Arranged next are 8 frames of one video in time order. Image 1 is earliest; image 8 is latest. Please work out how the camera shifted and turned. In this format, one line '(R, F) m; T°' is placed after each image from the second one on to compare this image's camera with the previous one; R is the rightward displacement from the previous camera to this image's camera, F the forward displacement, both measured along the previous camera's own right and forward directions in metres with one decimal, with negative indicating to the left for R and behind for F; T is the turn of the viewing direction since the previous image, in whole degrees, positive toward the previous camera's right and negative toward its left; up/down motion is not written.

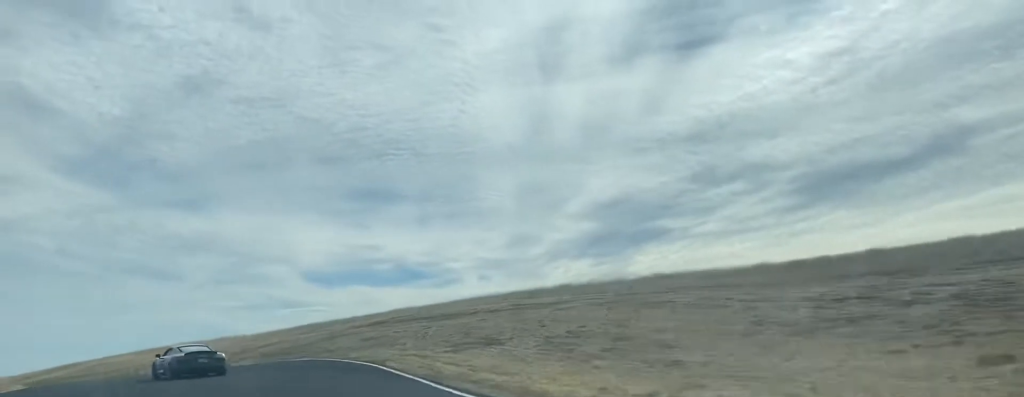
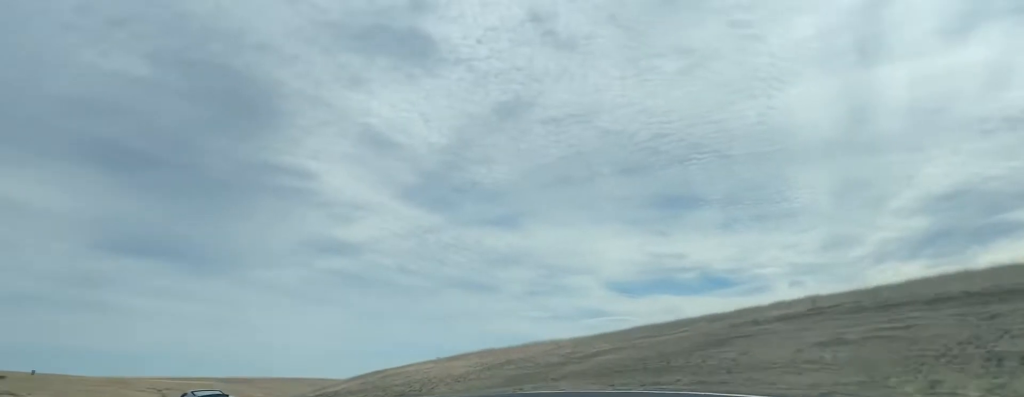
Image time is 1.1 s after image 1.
(-0.8, +31.4) m; -14°
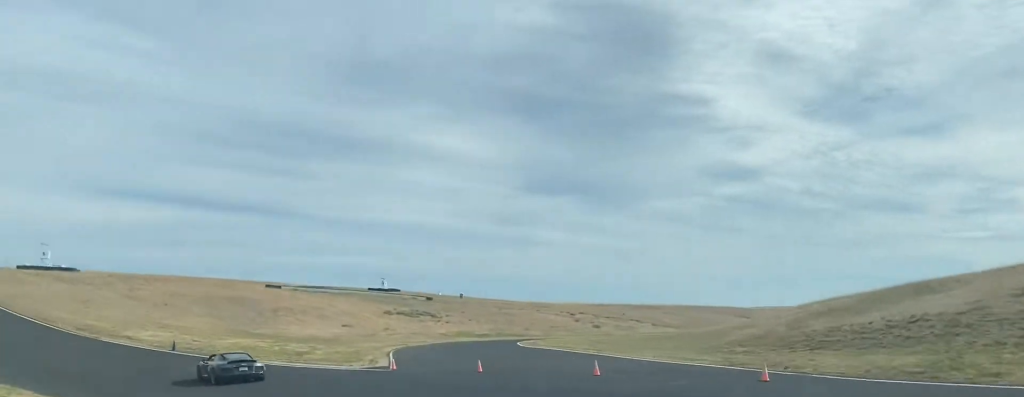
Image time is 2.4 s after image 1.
(-12.7, +39.6) m; -36°
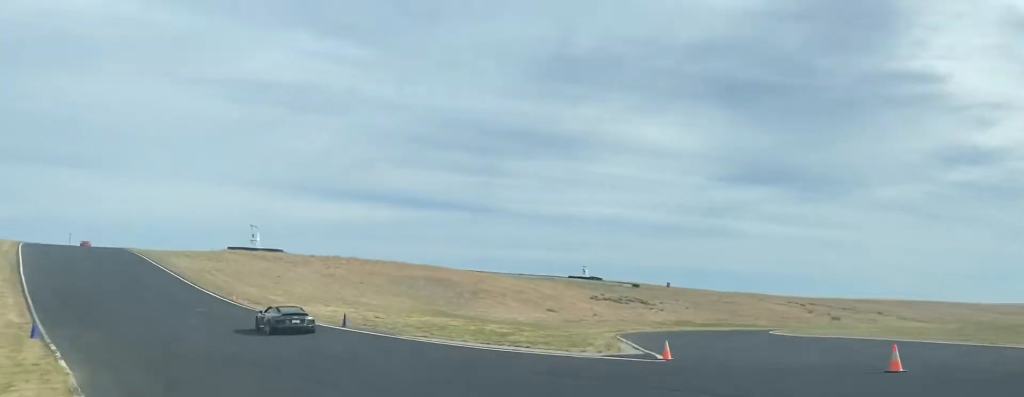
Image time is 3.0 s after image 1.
(-2.7, +18.9) m; -13°
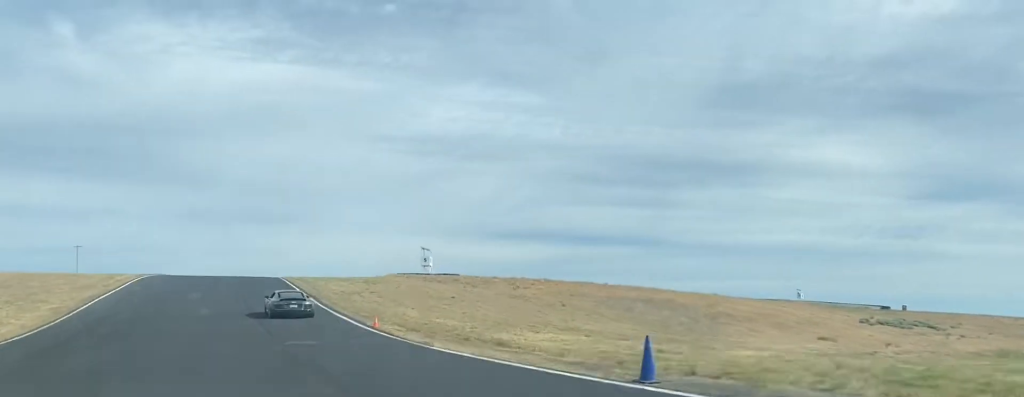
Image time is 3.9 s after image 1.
(-4.7, +31.1) m; -16°
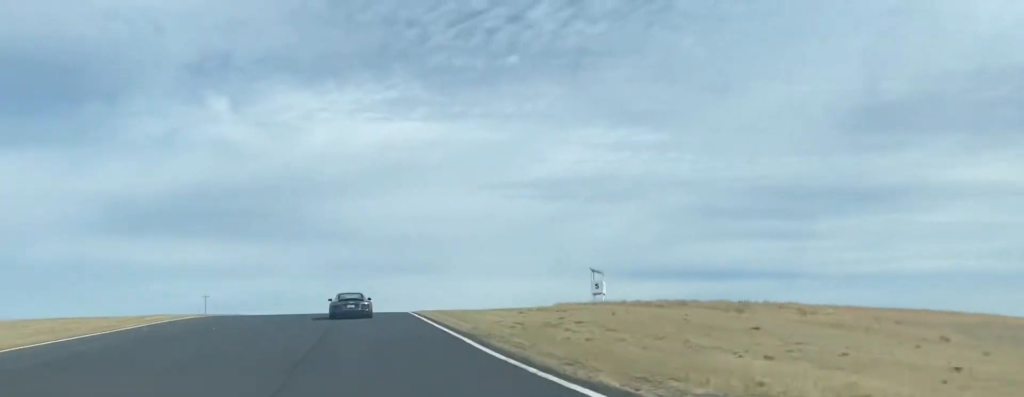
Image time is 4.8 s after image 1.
(-3.5, +31.1) m; -8°
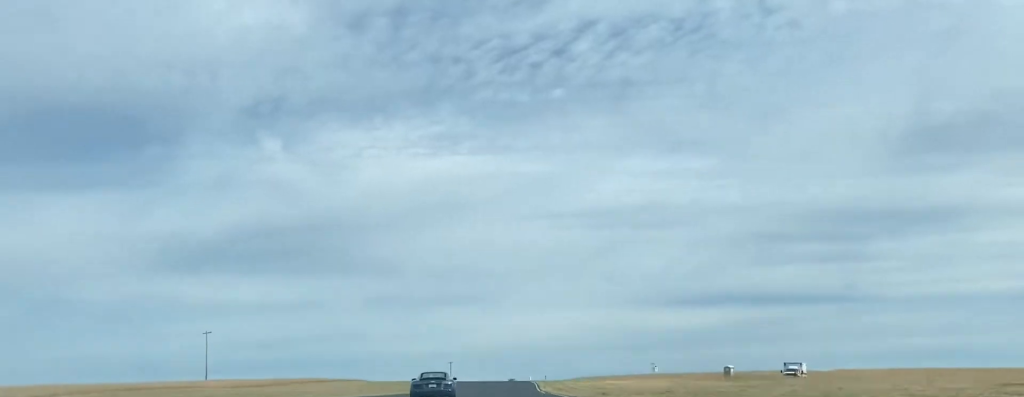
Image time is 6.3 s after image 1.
(+0.6, +64.5) m; +4°
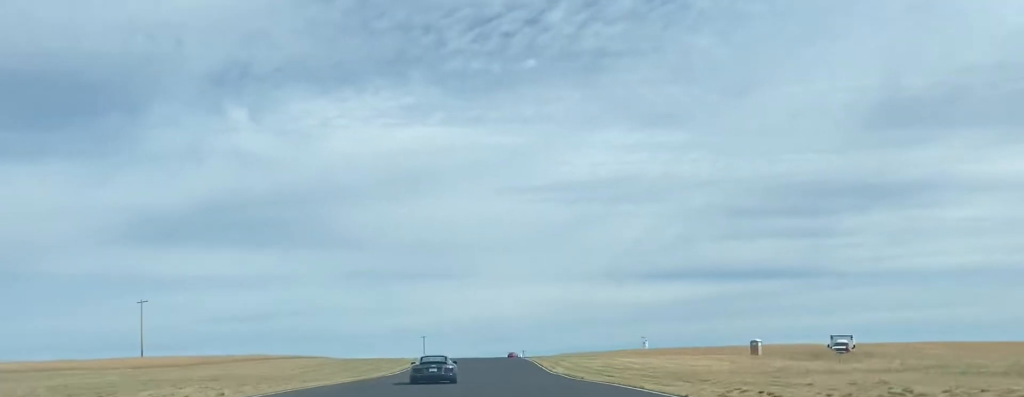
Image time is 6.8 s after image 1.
(+0.4, +21.1) m; +2°
